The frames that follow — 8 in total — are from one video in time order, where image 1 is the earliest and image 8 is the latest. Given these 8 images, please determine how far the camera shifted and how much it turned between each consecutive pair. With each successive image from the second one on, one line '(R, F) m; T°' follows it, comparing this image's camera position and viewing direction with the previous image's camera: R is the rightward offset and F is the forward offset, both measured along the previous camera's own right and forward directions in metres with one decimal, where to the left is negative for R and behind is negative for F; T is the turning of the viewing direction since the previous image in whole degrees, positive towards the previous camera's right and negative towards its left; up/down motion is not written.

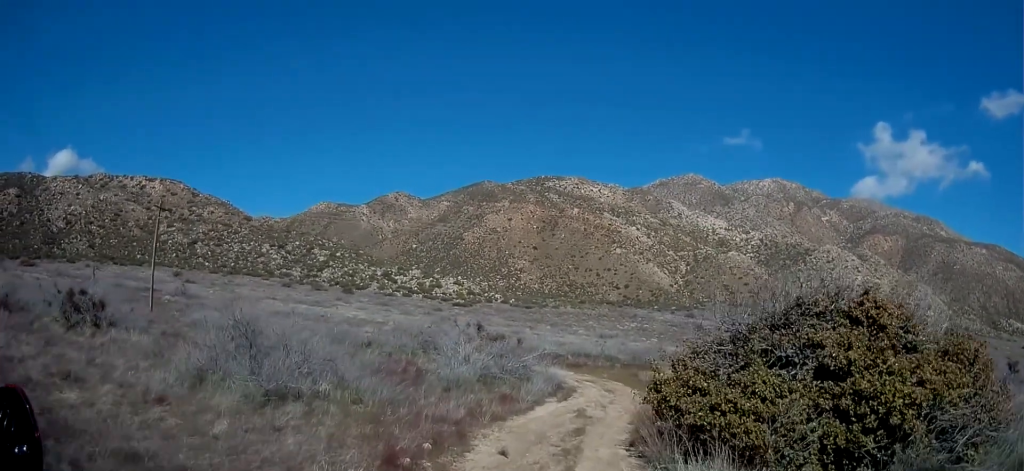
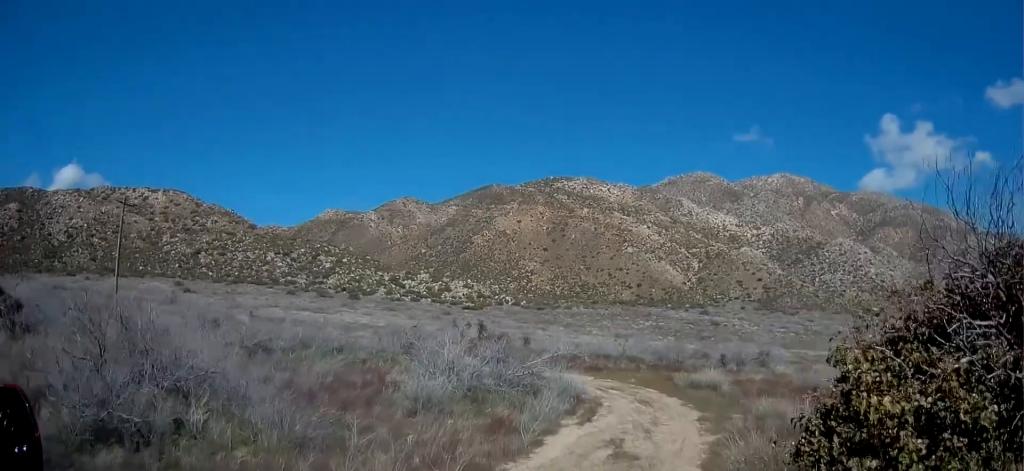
(0.0, +6.1) m; +1°
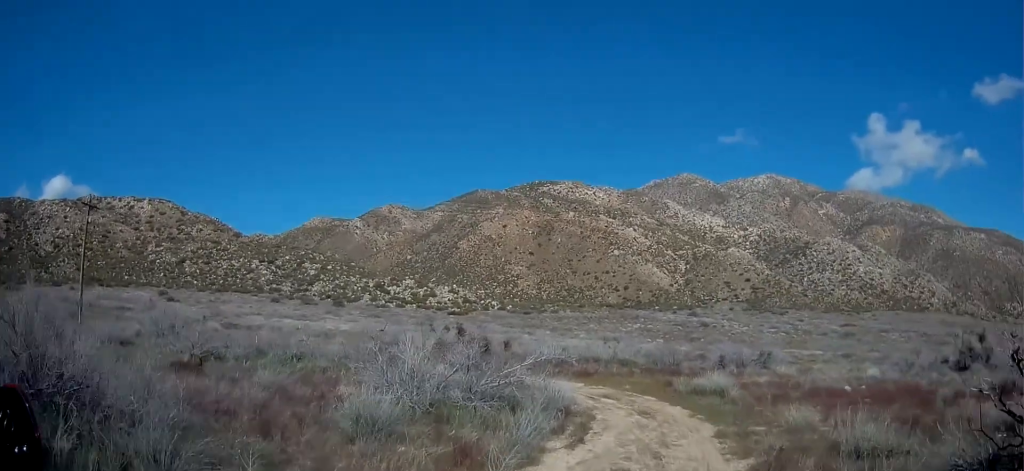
(0.0, +2.9) m; +2°
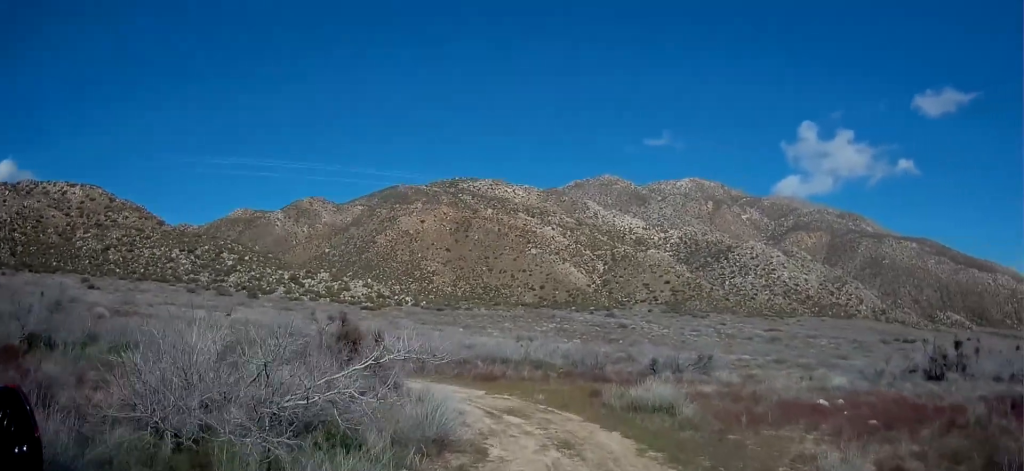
(+0.4, +5.8) m; +5°
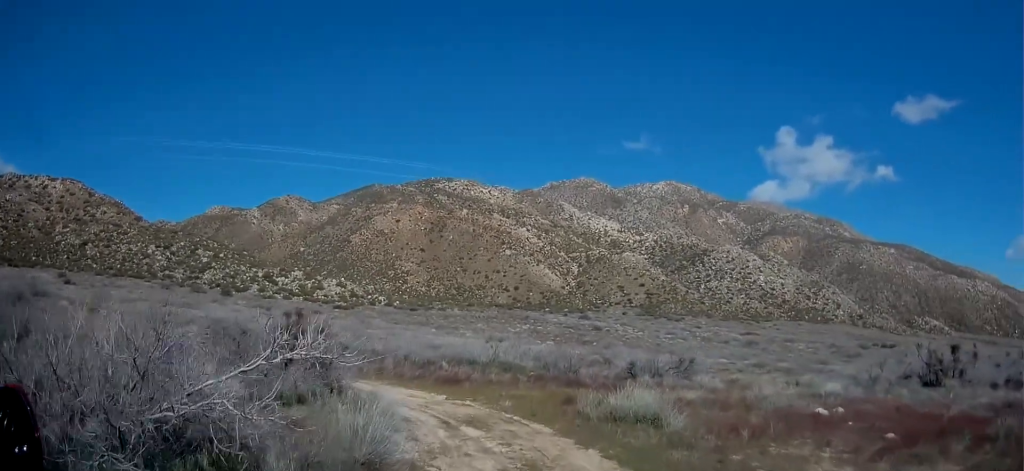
(0.0, +2.1) m; +1°
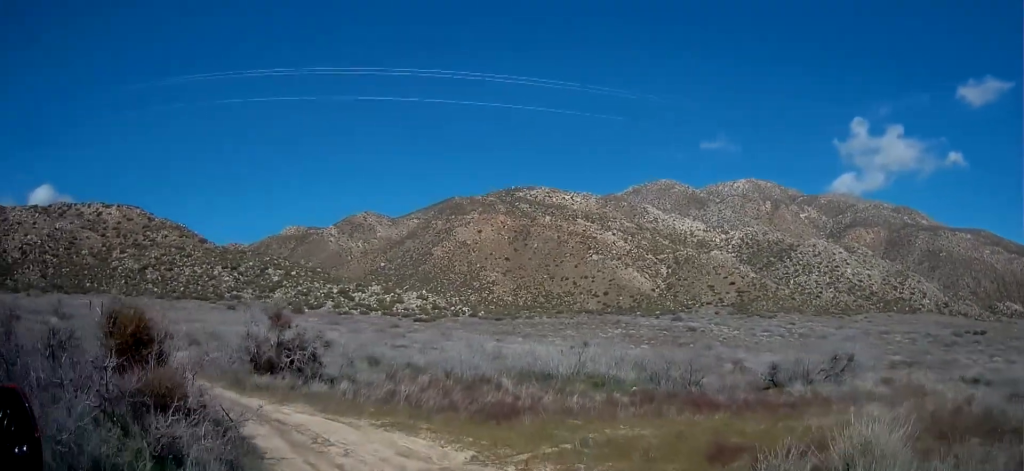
(-0.5, +8.9) m; -20°
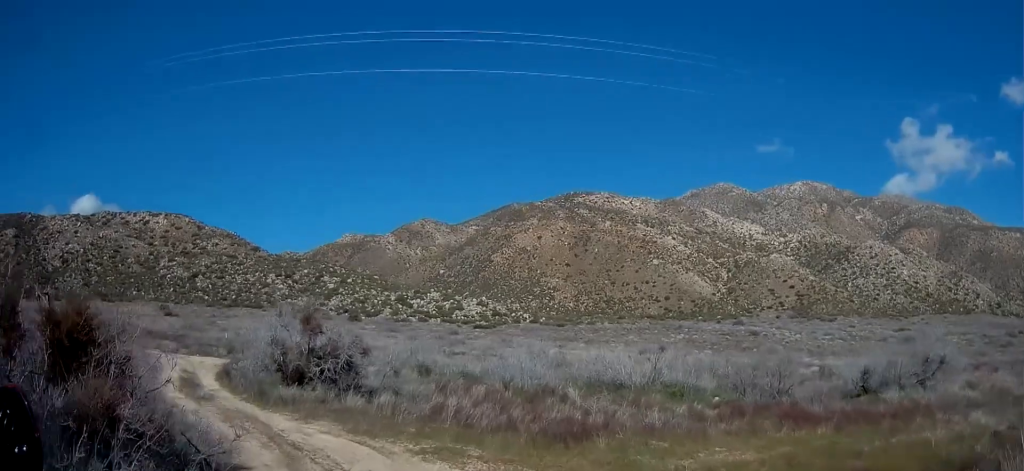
(-0.2, +2.1) m; -10°
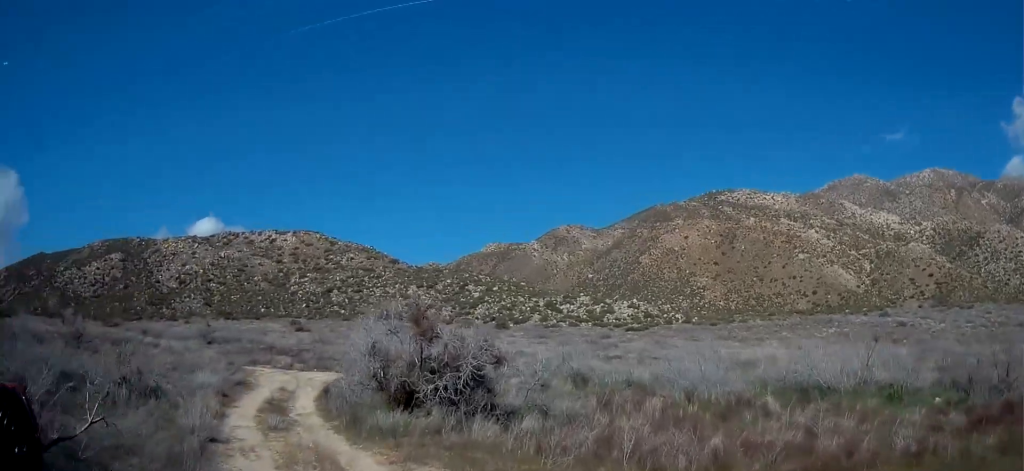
(-1.0, +3.8) m; -16°
